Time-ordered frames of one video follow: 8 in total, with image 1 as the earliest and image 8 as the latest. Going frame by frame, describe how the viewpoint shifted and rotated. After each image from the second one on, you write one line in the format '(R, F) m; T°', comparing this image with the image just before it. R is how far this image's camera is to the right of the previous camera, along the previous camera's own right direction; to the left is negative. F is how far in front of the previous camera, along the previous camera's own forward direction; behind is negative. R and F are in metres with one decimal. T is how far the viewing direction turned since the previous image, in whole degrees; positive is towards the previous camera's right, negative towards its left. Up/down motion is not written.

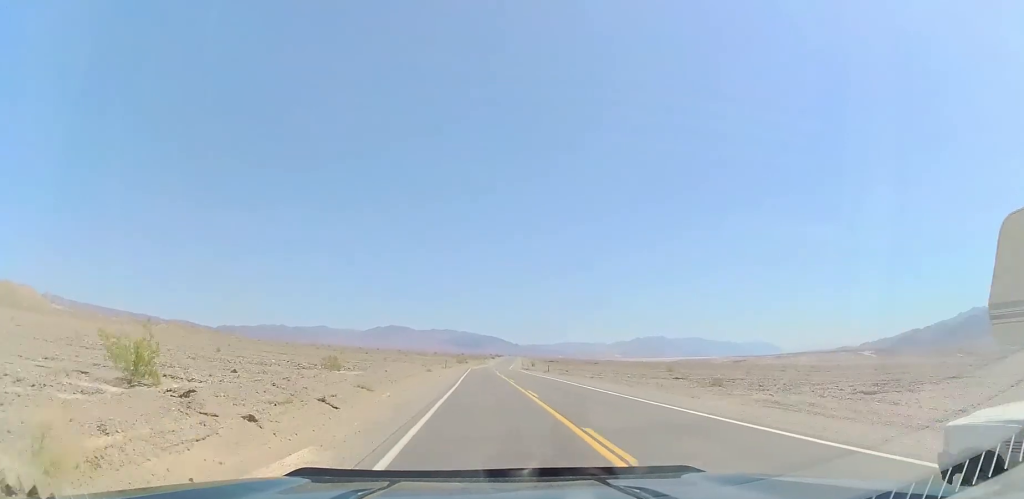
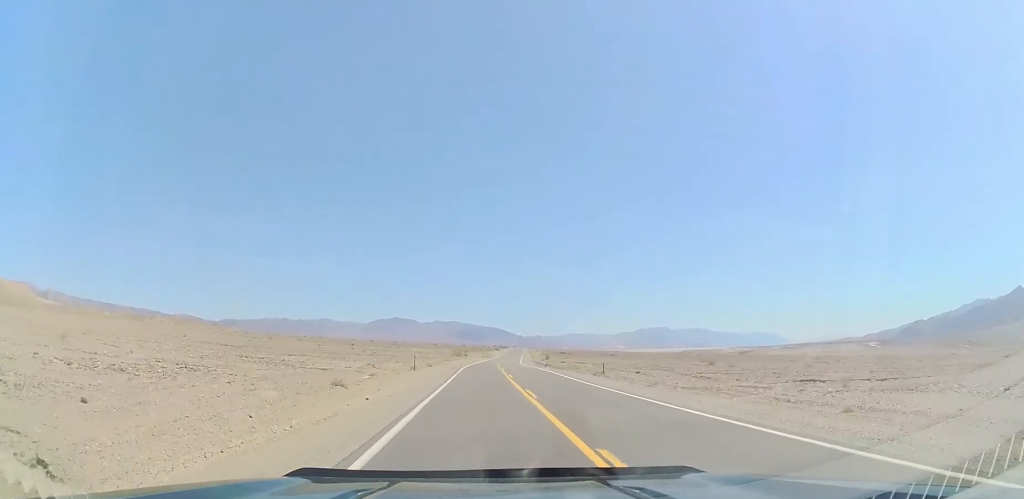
(+0.2, +32.4) m; -1°
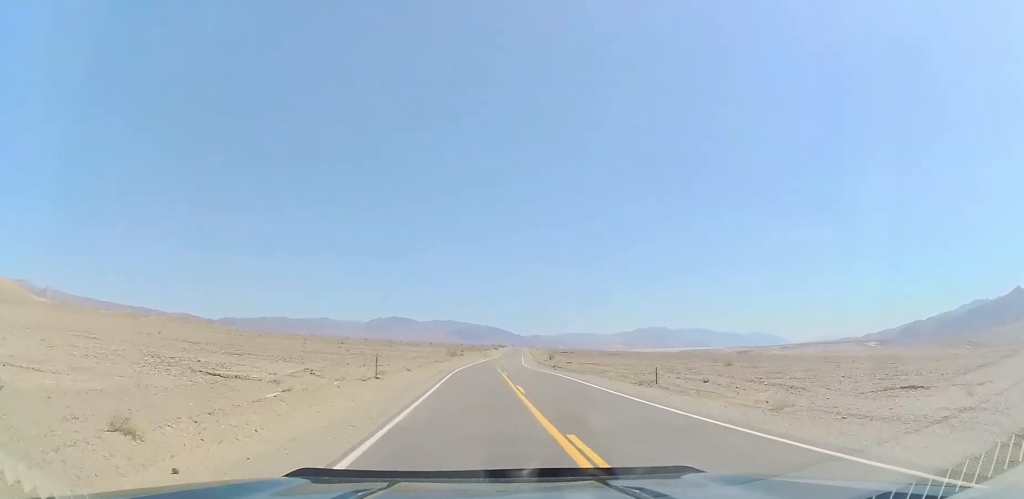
(-0.2, +12.7) m; 0°
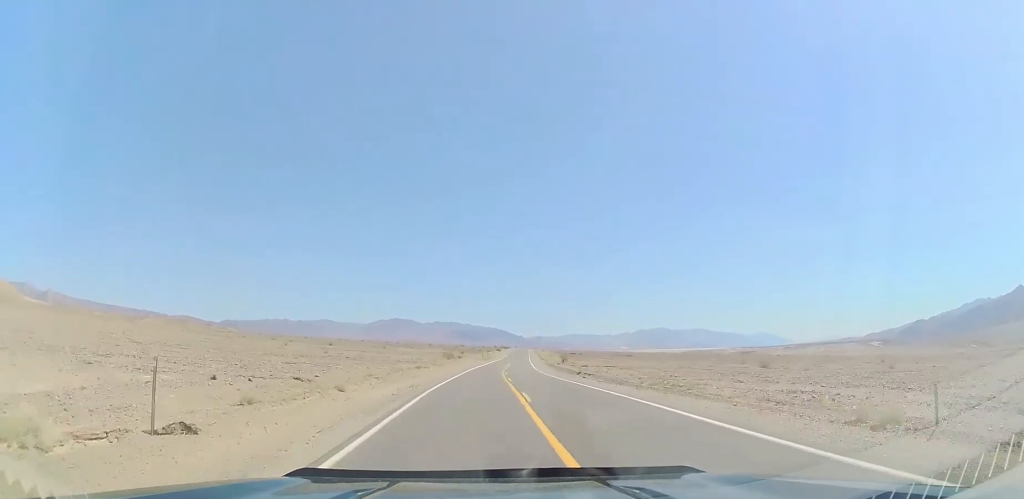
(-0.1, +18.0) m; 0°
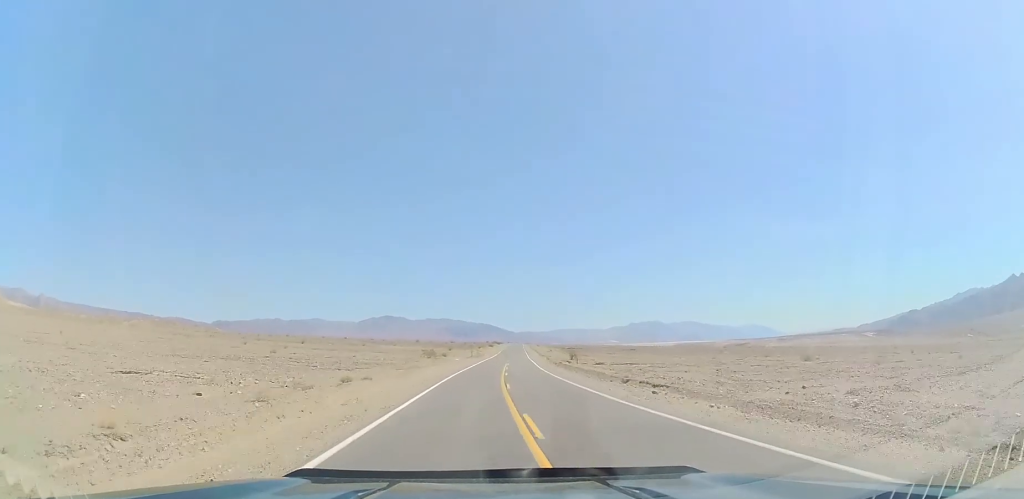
(+0.1, +21.4) m; 0°
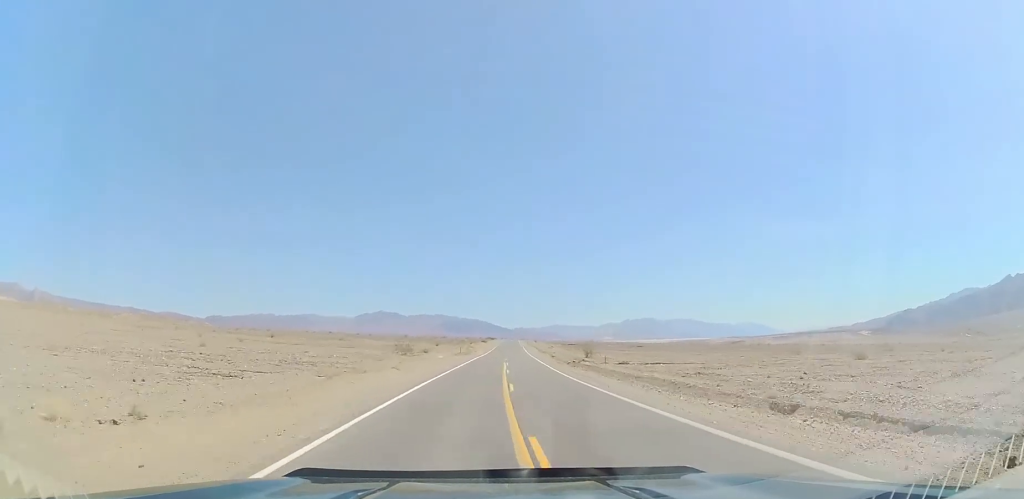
(0.0, +19.5) m; +1°
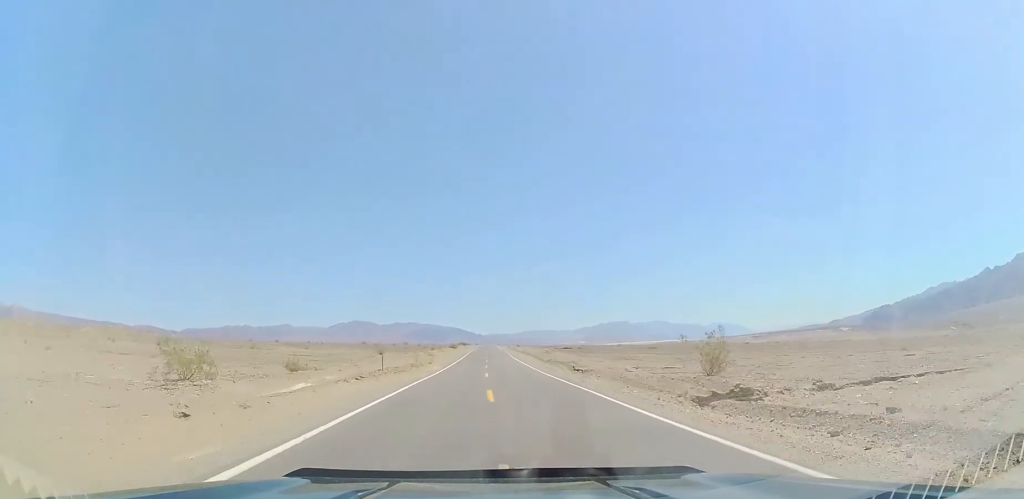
(+0.7, +46.8) m; +2°
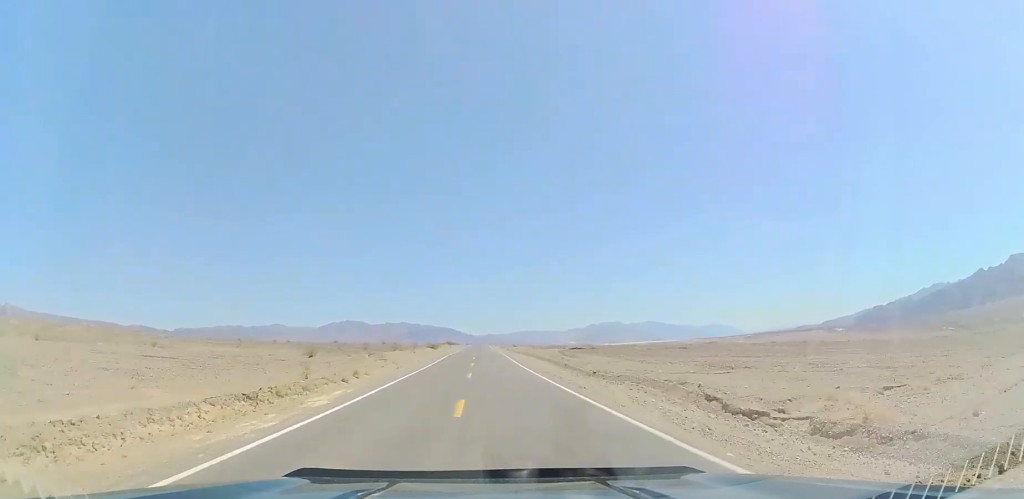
(+0.4, +34.6) m; +2°
